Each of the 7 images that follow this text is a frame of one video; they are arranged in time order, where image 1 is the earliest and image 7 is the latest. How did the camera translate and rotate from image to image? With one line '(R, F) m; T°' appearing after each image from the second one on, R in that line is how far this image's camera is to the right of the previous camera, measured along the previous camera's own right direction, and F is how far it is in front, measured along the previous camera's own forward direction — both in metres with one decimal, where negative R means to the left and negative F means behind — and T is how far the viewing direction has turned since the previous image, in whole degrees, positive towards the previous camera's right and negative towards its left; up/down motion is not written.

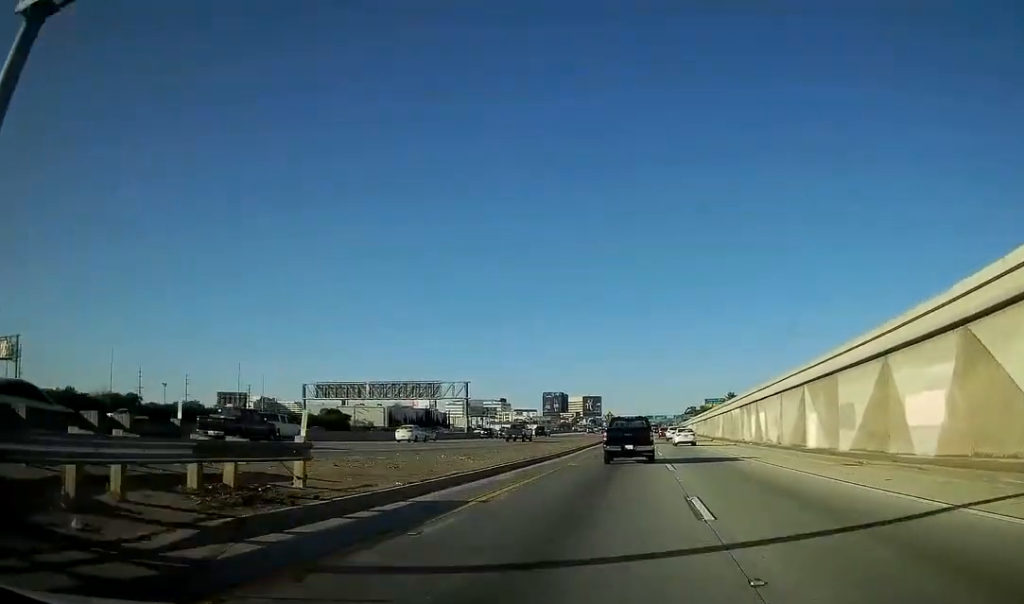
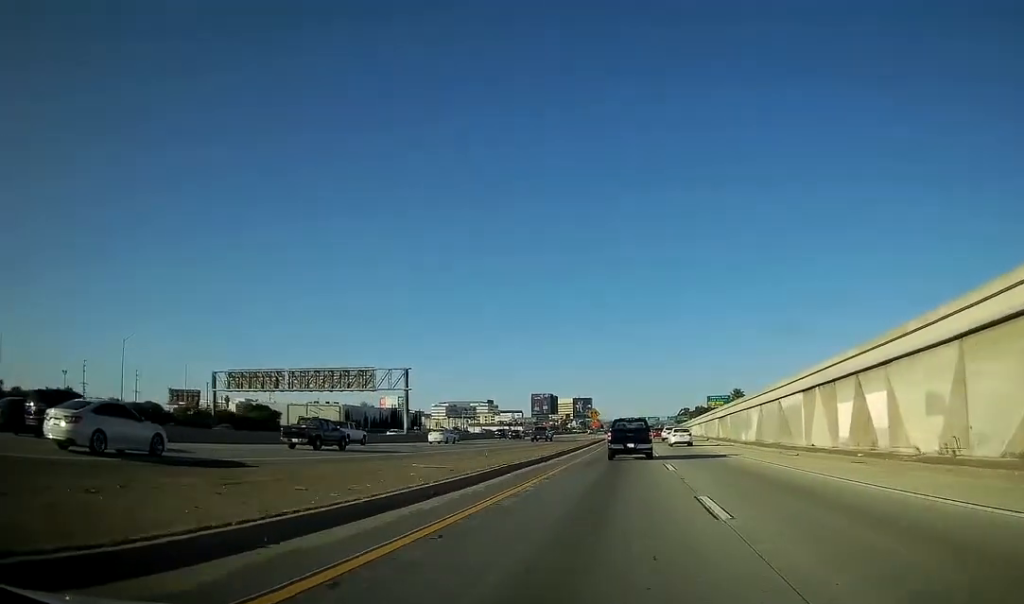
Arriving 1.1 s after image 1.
(-0.4, +29.7) m; 0°
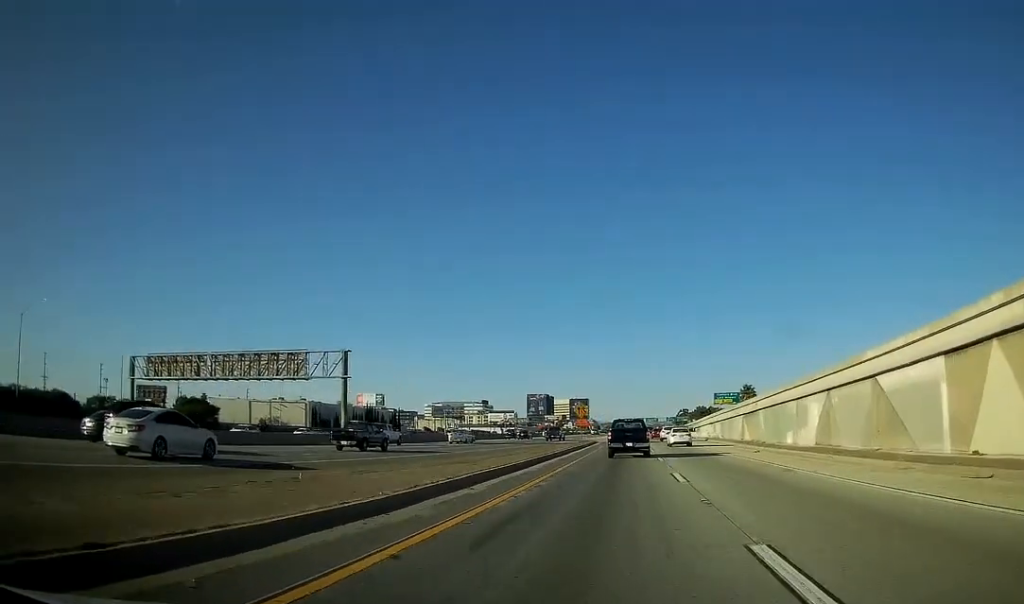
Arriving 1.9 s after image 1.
(+0.3, +20.9) m; 0°
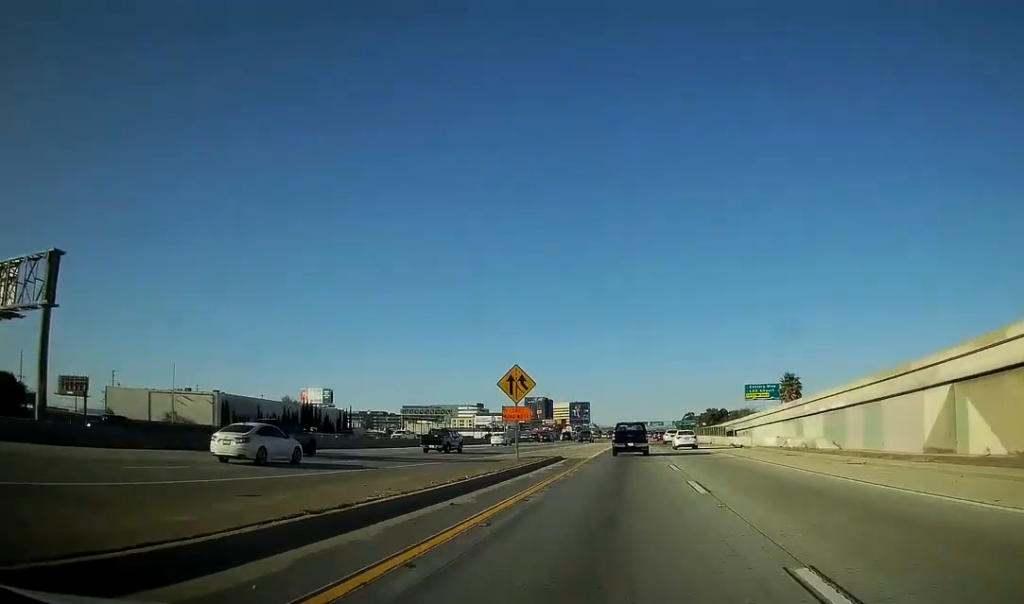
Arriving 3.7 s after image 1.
(-0.2, +44.9) m; 0°
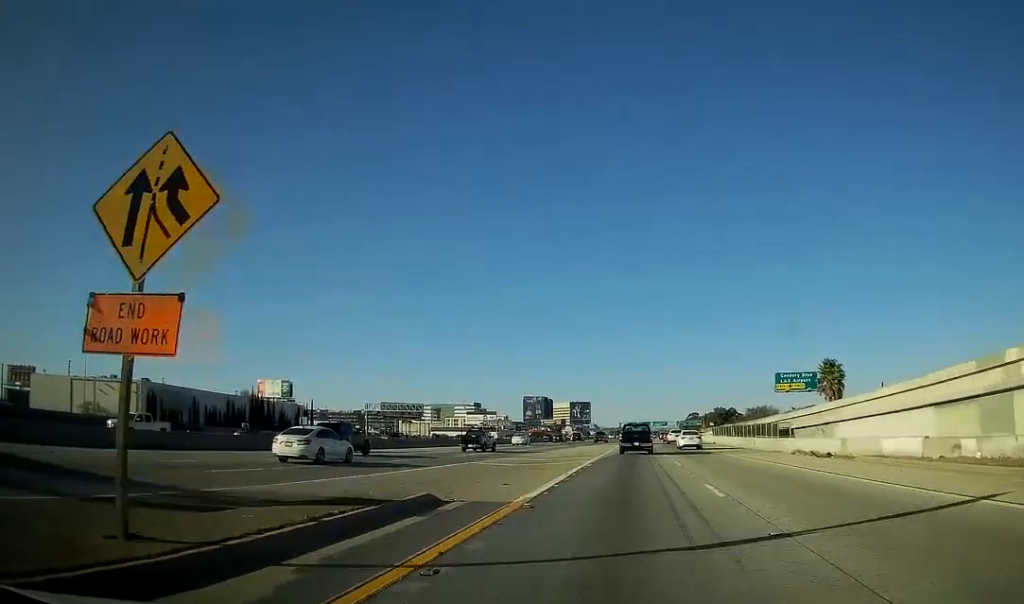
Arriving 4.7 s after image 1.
(+0.2, +25.8) m; 0°
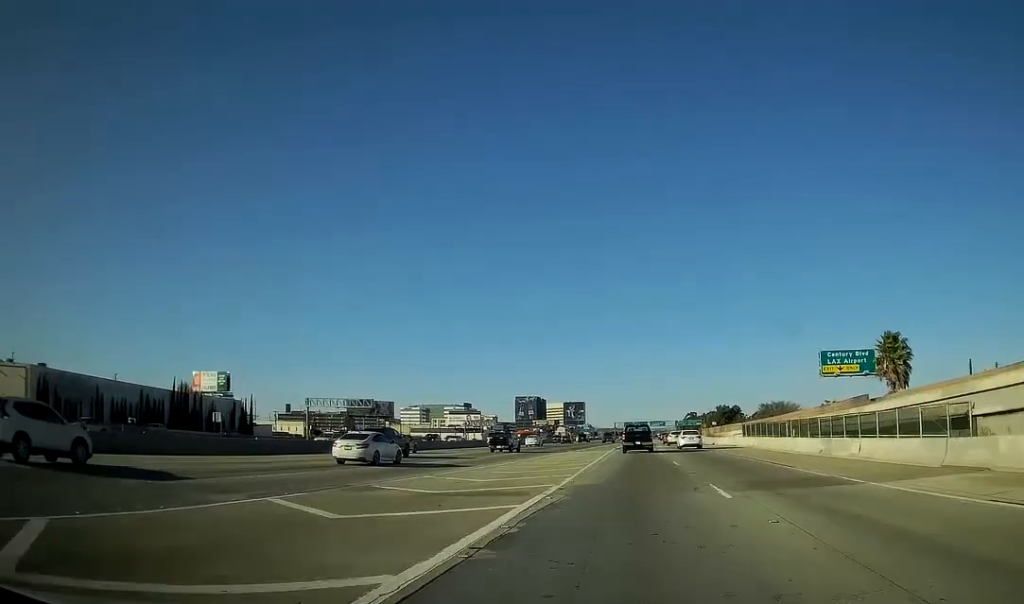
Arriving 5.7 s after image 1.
(-0.5, +26.6) m; -1°
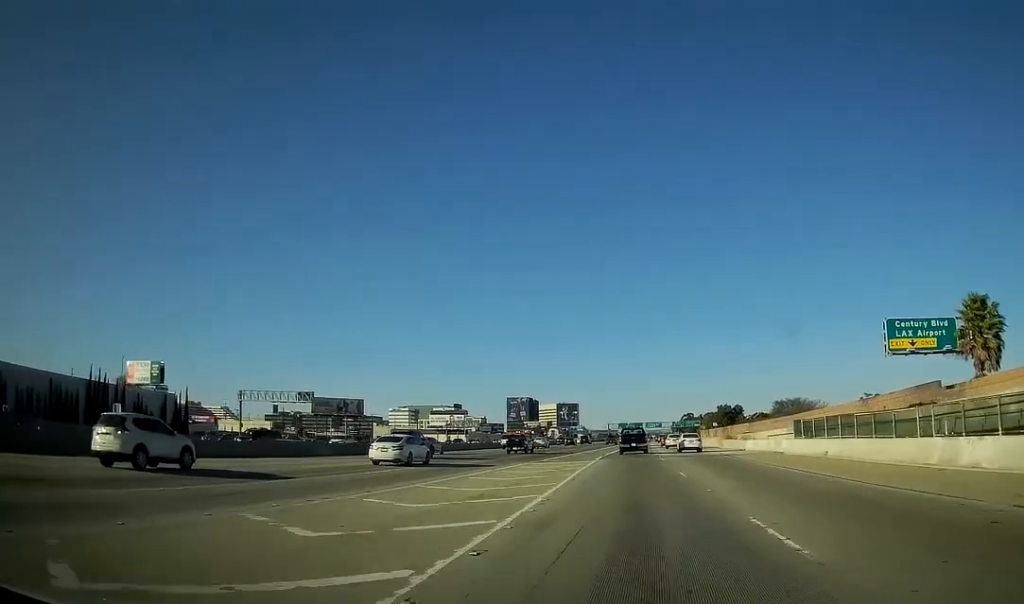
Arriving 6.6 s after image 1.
(+0.1, +22.4) m; +1°
